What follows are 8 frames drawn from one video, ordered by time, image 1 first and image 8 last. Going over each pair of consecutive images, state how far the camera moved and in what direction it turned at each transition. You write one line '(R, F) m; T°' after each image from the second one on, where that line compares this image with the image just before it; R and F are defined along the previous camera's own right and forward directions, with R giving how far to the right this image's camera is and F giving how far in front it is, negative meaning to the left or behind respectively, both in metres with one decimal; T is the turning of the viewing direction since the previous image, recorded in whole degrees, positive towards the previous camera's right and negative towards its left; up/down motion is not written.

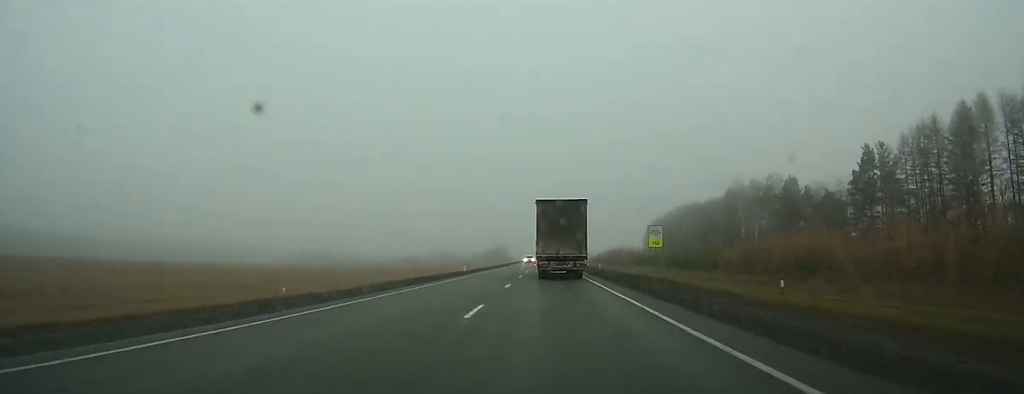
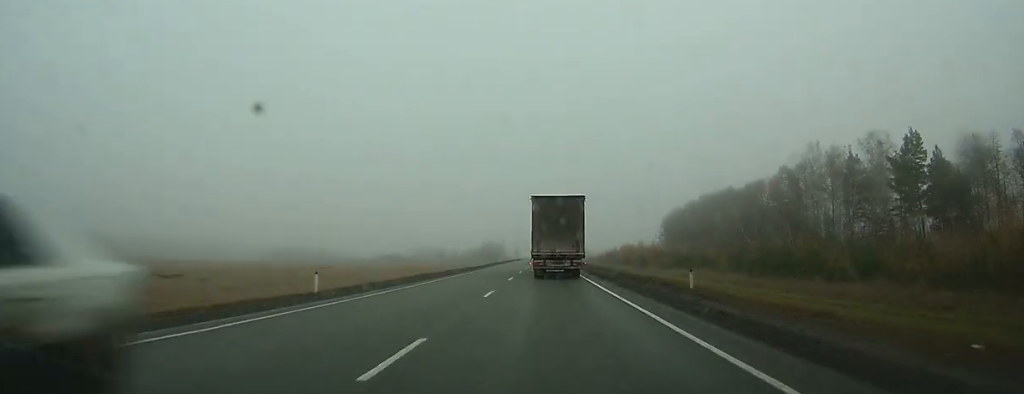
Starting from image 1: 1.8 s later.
(+0.1, +41.8) m; 0°
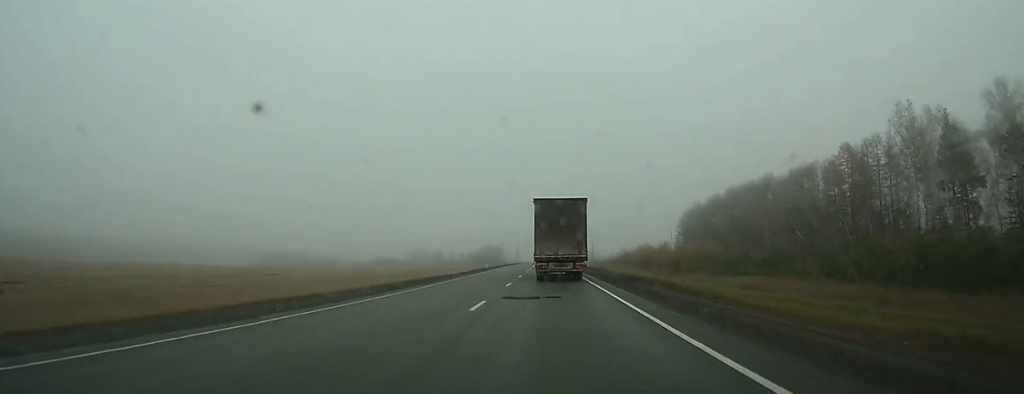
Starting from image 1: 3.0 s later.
(0.0, +27.2) m; 0°
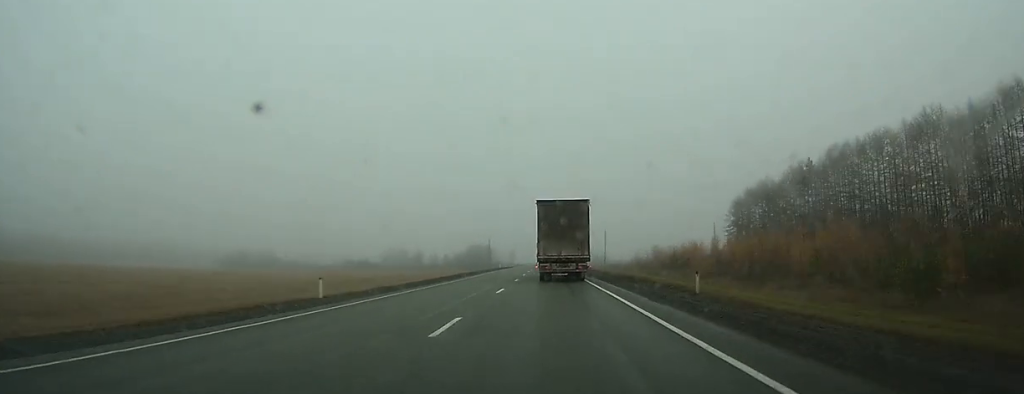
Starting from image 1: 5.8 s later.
(+0.1, +66.9) m; 0°
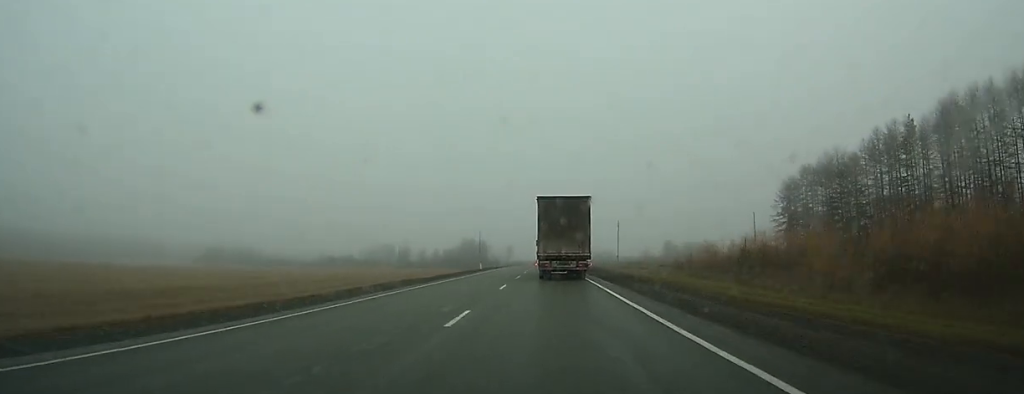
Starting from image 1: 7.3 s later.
(0.0, +35.1) m; 0°
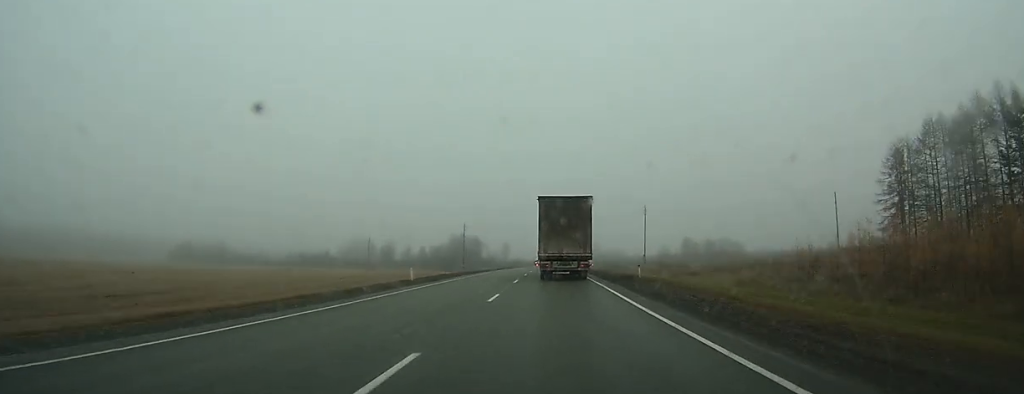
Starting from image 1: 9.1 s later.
(-0.1, +41.5) m; 0°
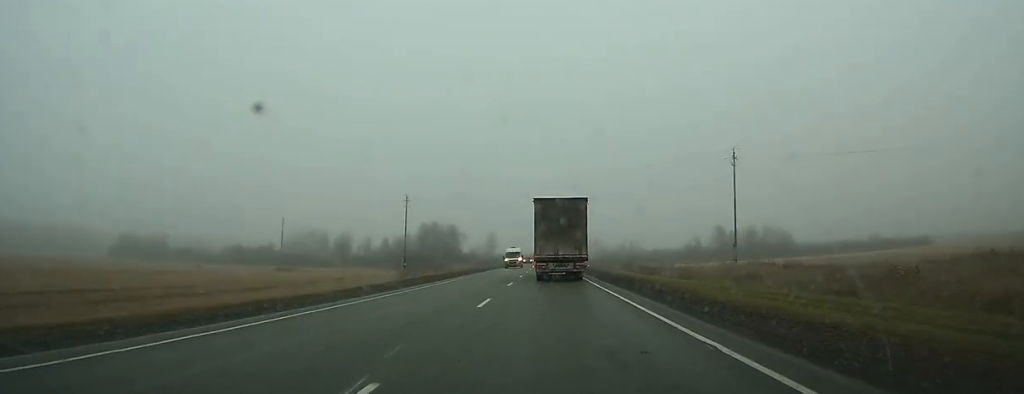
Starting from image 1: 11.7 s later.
(+0.1, +59.8) m; 0°
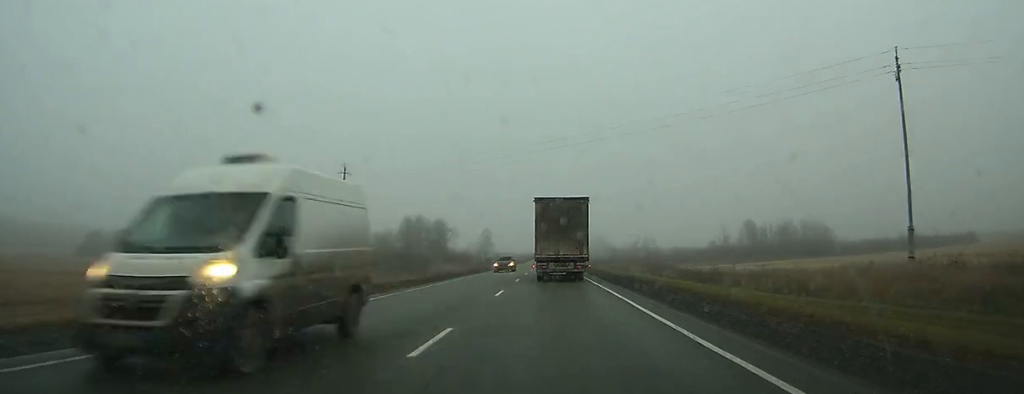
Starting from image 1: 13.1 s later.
(0.0, +30.2) m; 0°
